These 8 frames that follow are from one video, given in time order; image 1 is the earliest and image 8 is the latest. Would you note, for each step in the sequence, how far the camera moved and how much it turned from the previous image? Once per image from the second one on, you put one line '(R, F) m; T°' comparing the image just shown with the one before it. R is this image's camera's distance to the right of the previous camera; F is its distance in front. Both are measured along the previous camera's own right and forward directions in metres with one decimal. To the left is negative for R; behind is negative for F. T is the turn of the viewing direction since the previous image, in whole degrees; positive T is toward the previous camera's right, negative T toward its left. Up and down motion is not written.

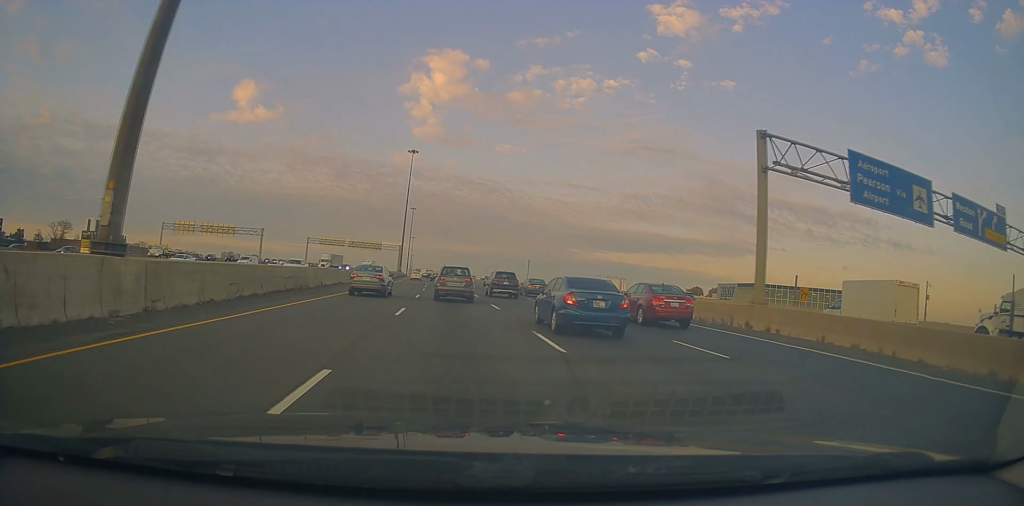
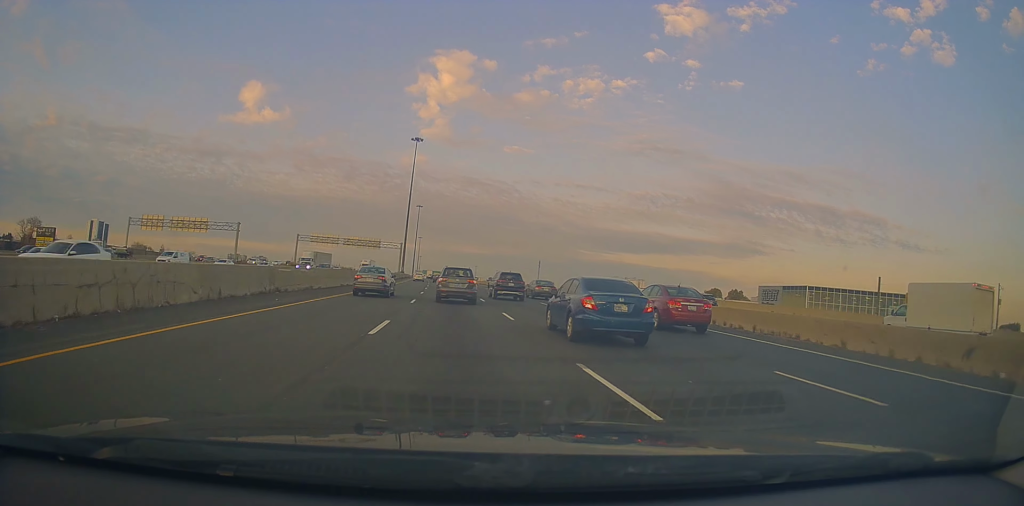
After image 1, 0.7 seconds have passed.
(+0.5, +16.9) m; 0°
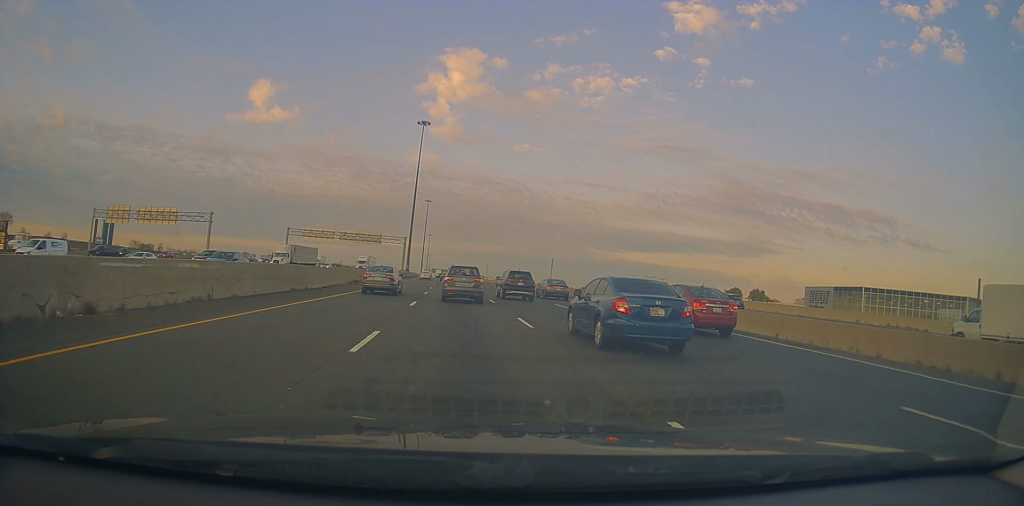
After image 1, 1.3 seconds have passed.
(-0.3, +15.1) m; -1°
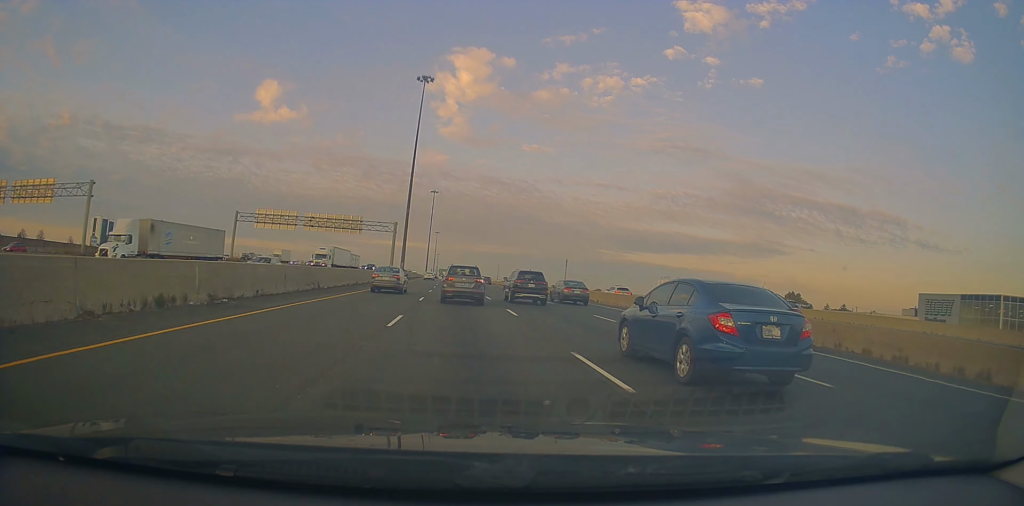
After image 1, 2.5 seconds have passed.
(-0.8, +31.9) m; -1°
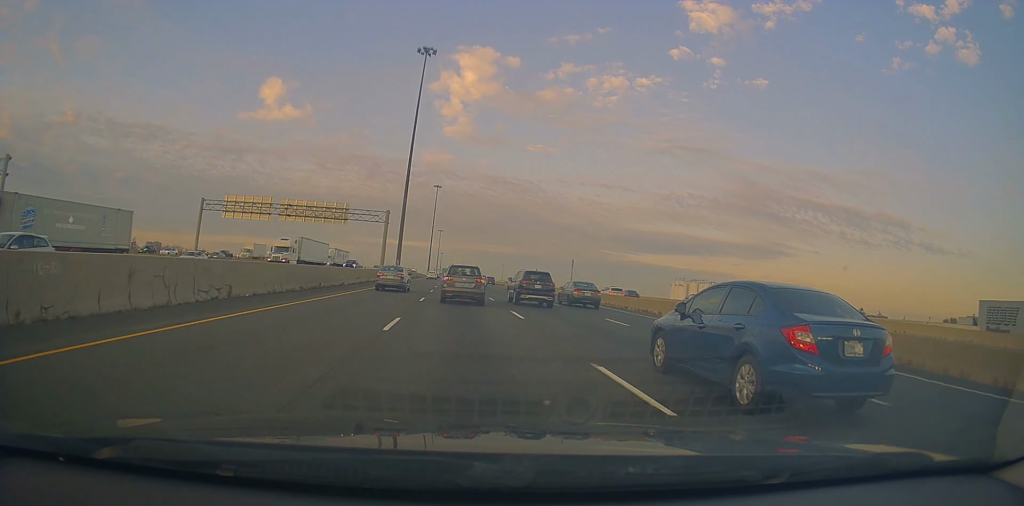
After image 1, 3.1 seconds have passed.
(0.0, +13.4) m; 0°
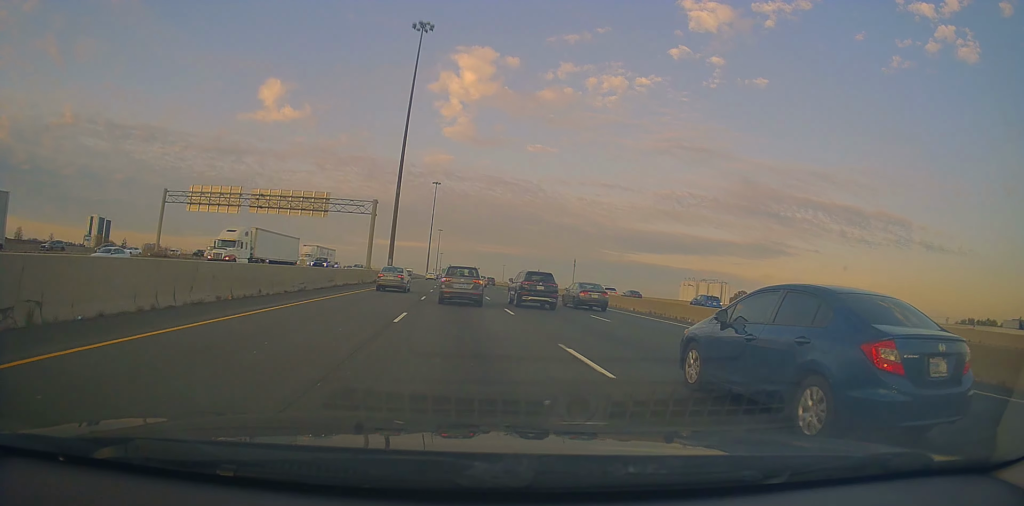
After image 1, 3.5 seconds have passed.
(+0.1, +10.0) m; 0°
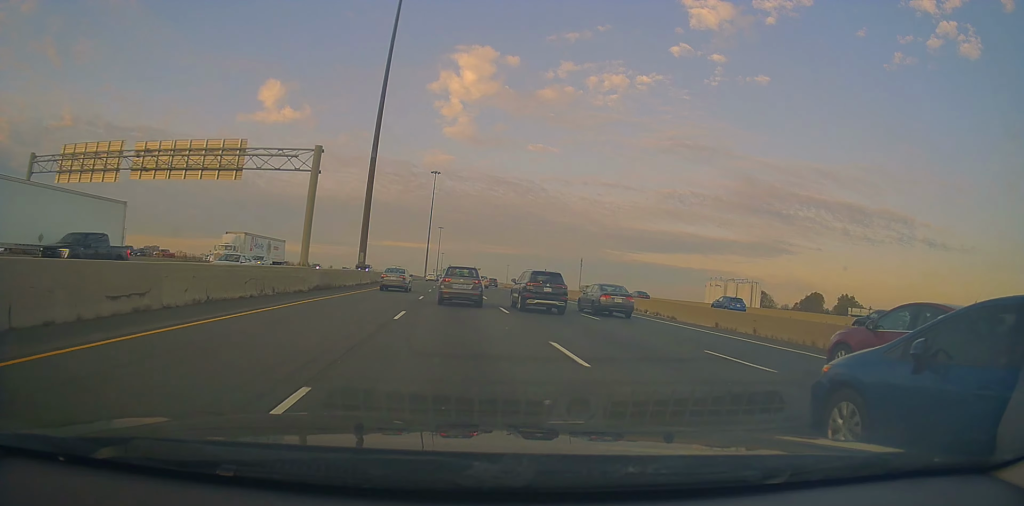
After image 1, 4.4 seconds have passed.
(-0.2, +23.3) m; -1°
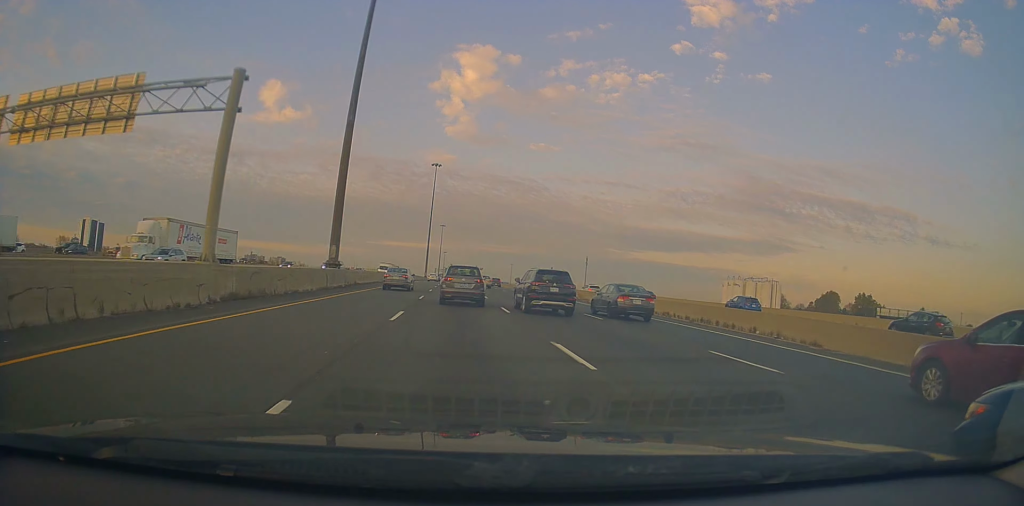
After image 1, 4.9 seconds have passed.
(-0.1, +12.5) m; 0°
